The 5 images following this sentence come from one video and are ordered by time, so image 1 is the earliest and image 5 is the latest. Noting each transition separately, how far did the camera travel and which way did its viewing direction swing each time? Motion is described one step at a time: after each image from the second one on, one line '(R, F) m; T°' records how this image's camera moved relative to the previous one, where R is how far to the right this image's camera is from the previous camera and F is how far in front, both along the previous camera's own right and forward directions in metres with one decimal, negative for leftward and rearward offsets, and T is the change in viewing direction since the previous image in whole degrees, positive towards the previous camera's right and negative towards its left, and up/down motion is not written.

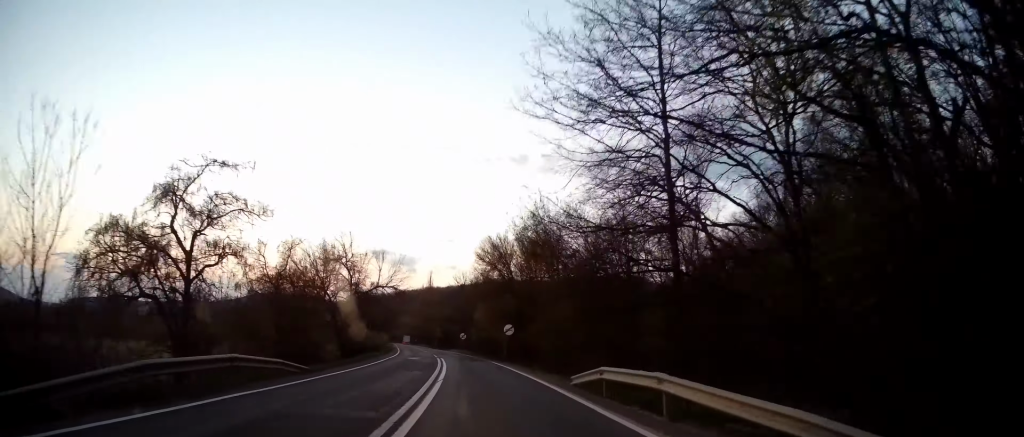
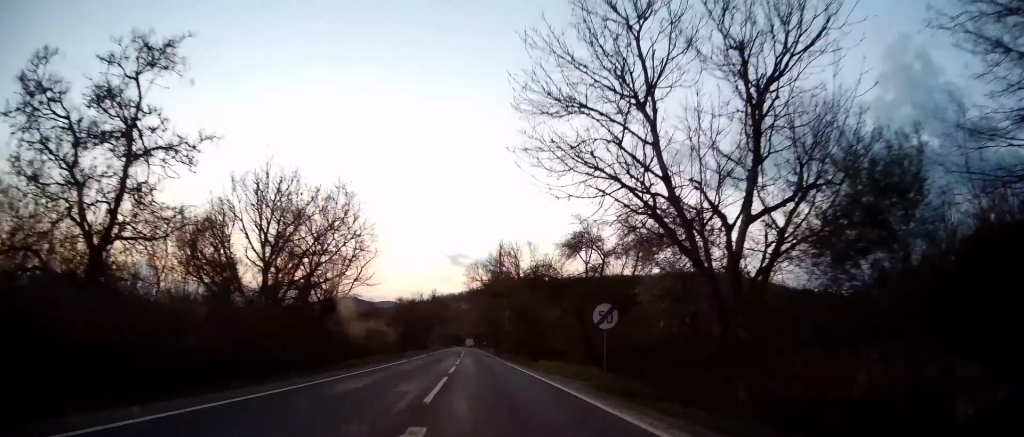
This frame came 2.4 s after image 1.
(-4.3, +56.9) m; -10°
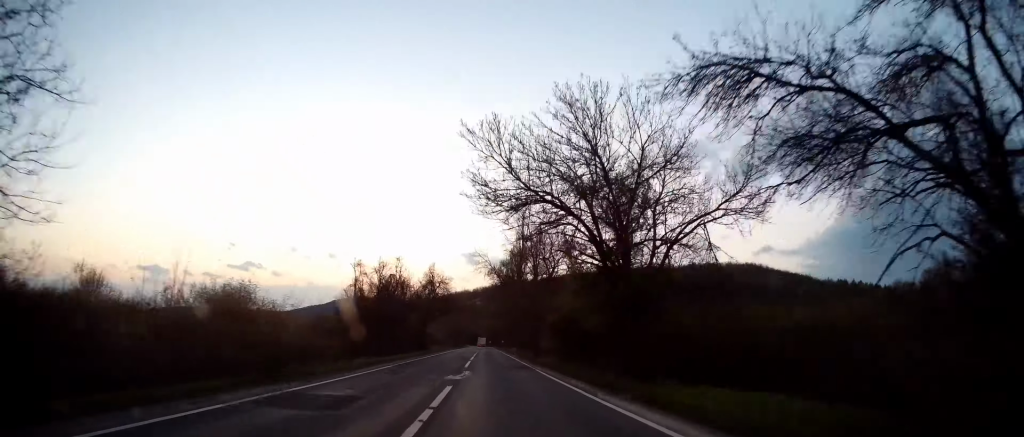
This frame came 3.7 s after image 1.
(-0.7, +28.5) m; -2°
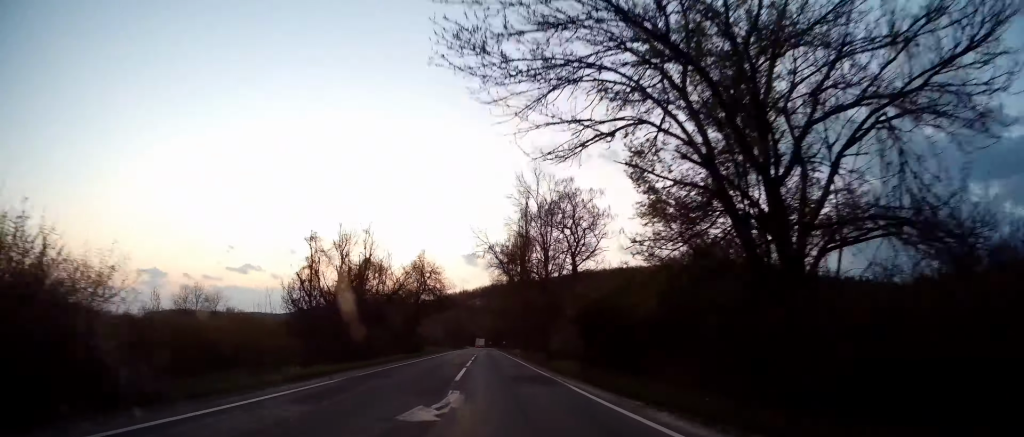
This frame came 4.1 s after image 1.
(+0.1, +10.0) m; -1°
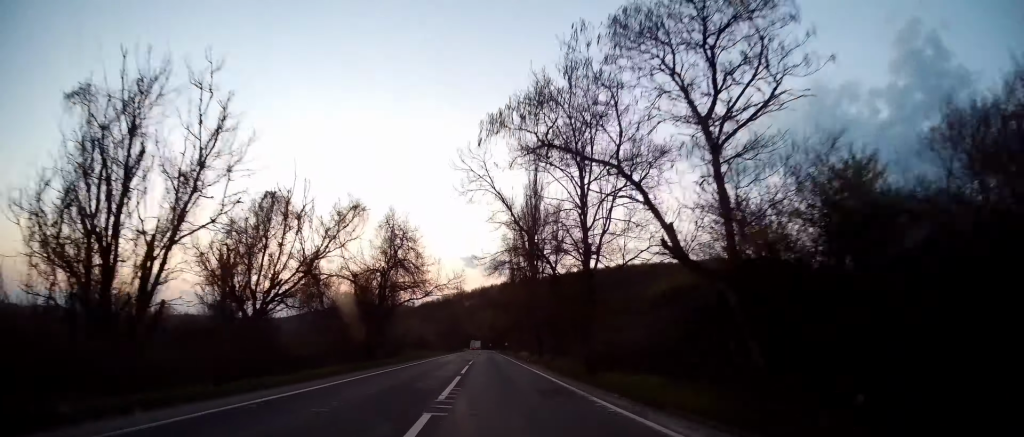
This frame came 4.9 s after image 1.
(-0.3, +17.5) m; -1°
